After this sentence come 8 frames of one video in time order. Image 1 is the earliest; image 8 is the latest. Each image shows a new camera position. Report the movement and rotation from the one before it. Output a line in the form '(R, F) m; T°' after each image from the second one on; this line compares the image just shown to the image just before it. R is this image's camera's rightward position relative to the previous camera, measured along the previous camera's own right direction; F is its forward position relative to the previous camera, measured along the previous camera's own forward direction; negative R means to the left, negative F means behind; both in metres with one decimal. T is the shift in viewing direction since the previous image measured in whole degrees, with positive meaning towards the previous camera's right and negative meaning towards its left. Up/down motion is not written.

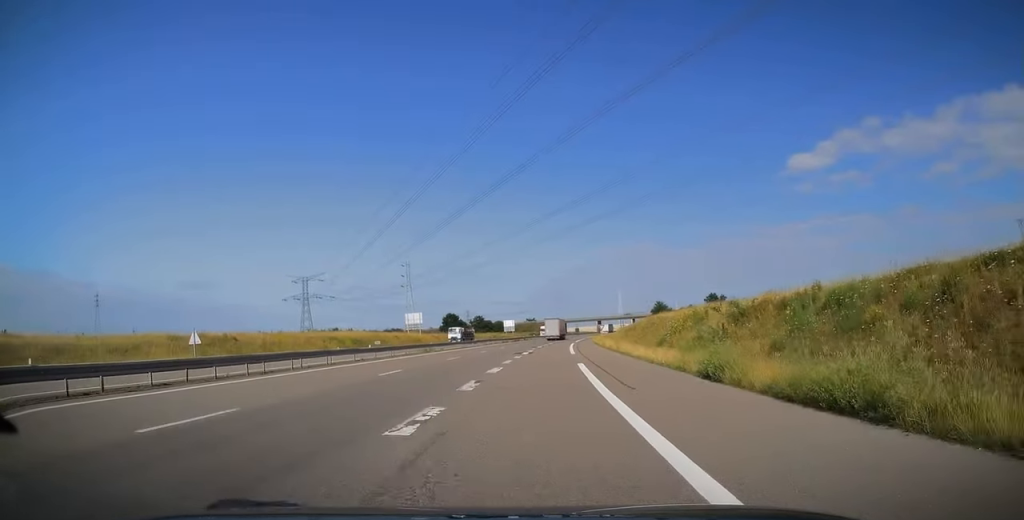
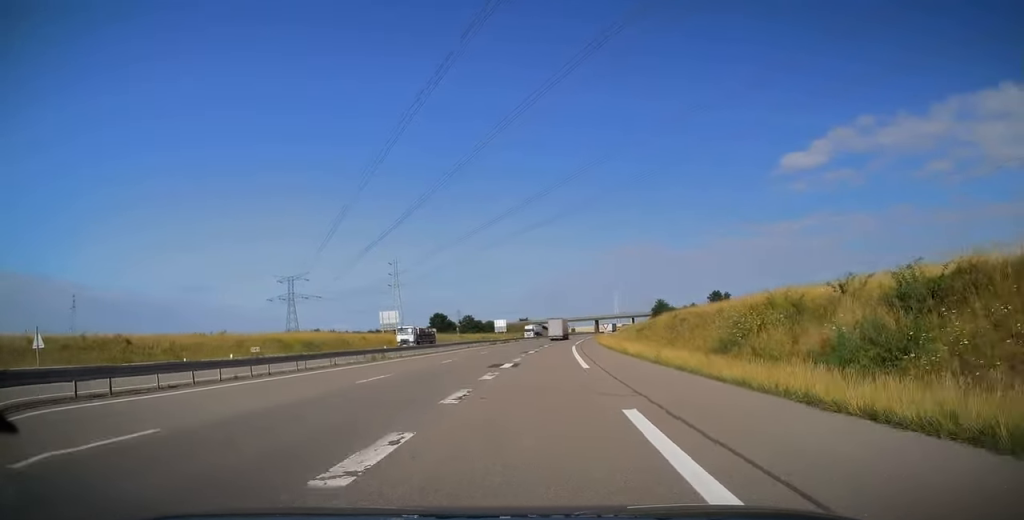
(+0.1, +15.8) m; +1°
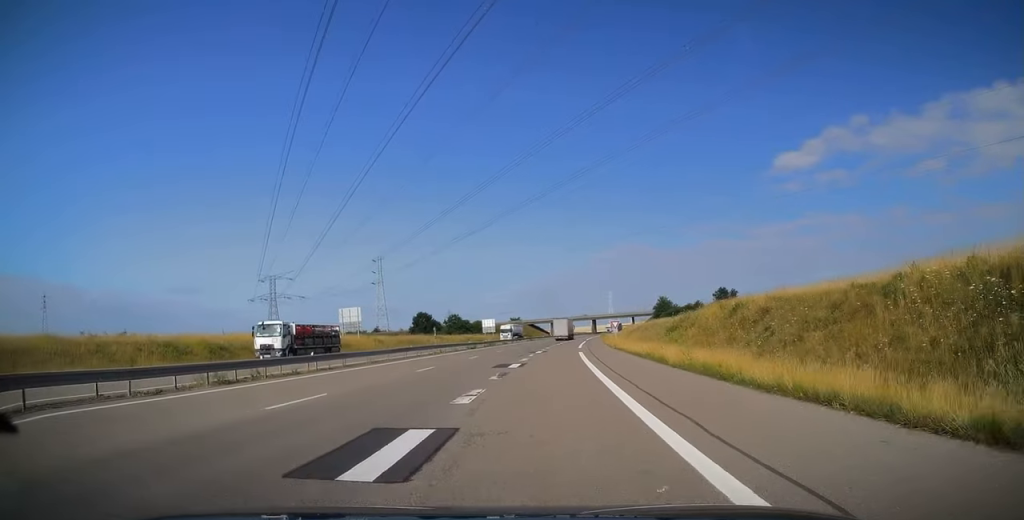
(0.0, +19.3) m; +1°
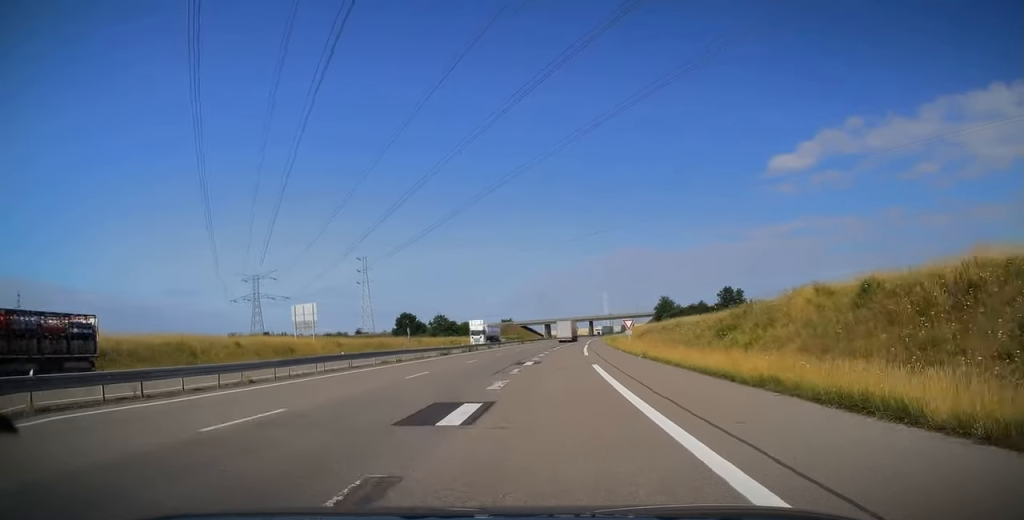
(+0.1, +15.9) m; +1°
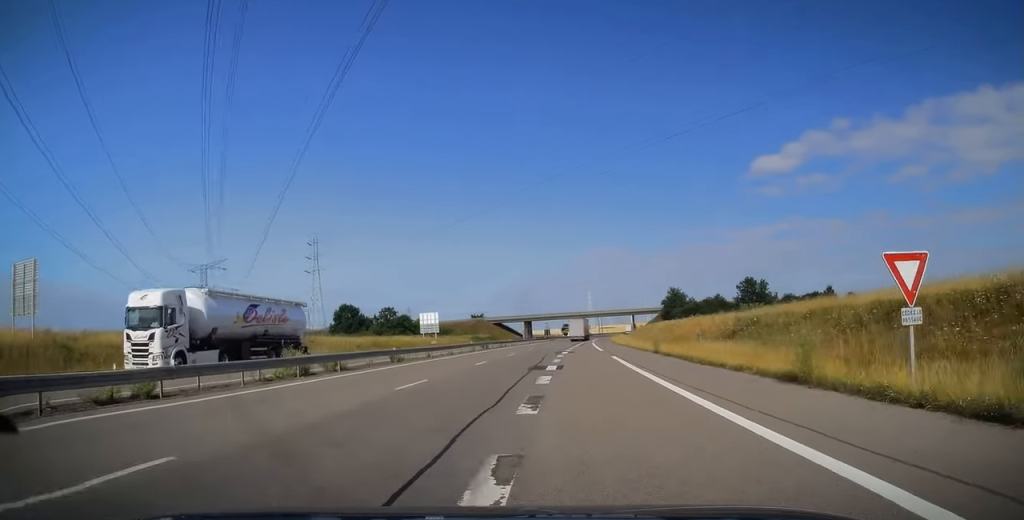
(+0.5, +44.6) m; +2°
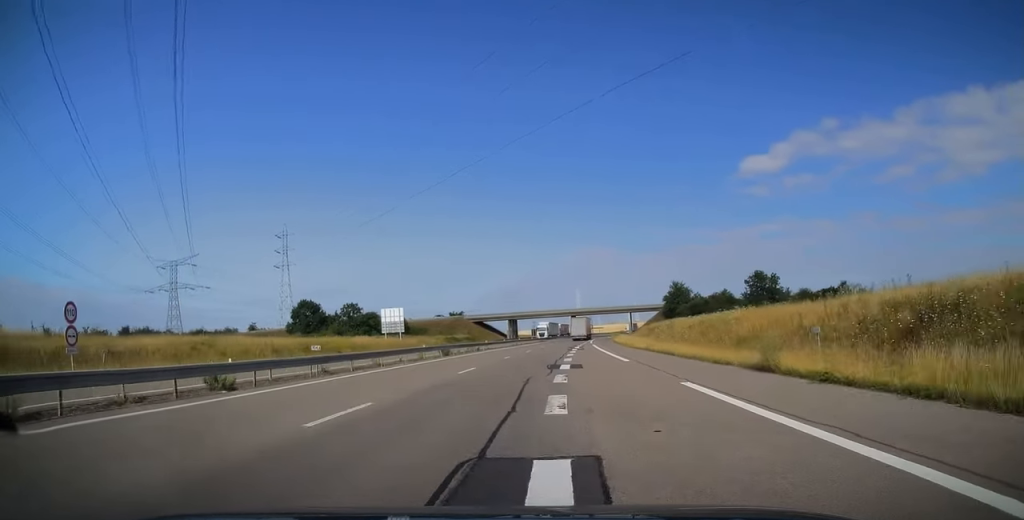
(+0.3, +19.8) m; +1°
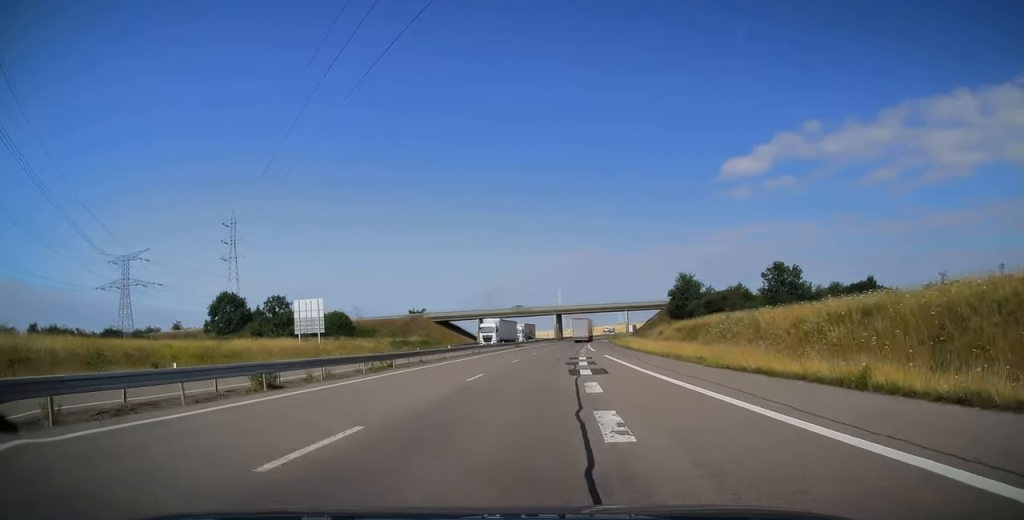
(+0.1, +28.6) m; +2°
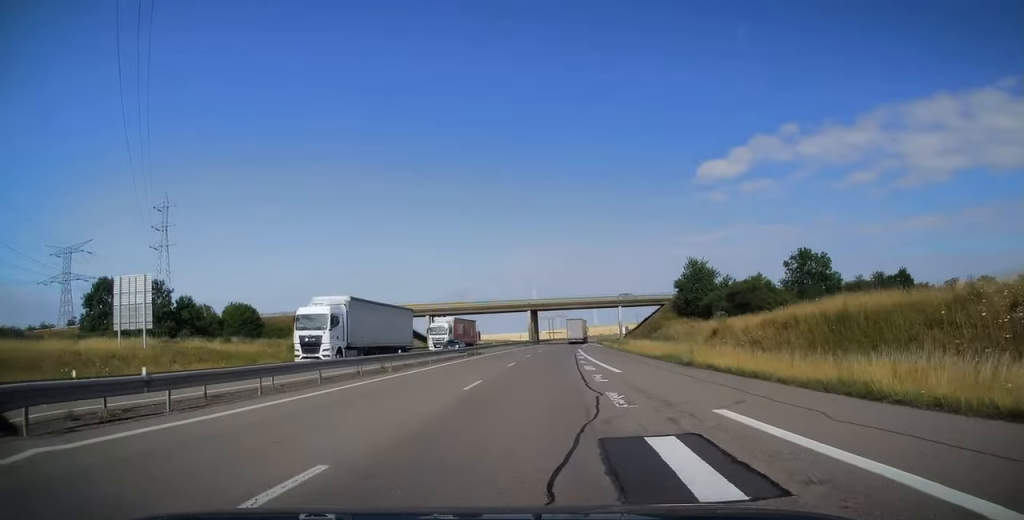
(+0.8, +28.9) m; +3°
